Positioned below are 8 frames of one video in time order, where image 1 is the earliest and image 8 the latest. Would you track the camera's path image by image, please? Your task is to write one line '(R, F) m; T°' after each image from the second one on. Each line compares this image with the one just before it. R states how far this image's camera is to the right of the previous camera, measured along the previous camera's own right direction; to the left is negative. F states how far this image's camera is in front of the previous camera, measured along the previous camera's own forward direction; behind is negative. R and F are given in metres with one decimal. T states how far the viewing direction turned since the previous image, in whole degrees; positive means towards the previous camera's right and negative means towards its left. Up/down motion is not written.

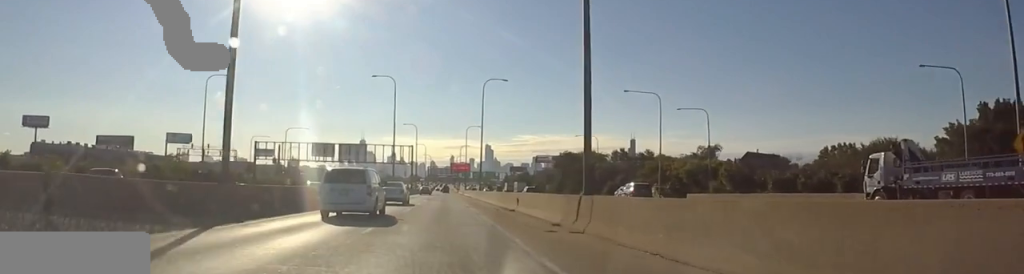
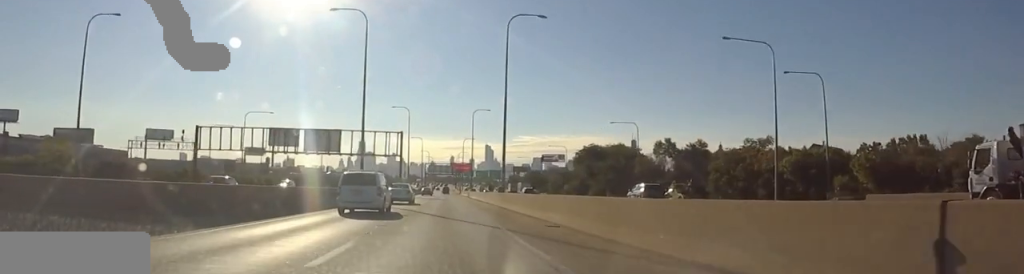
(-0.1, +28.3) m; -2°
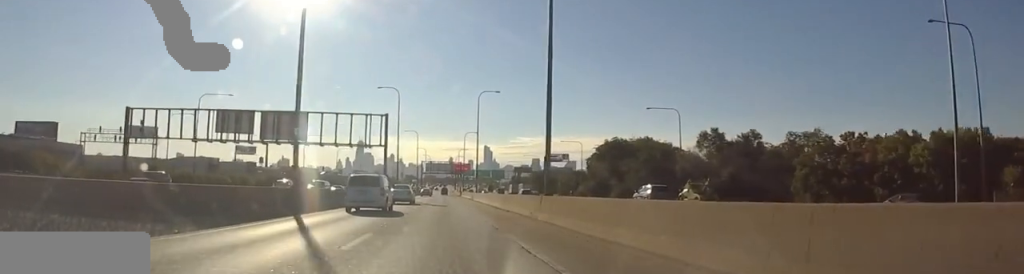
(-0.6, +20.6) m; 0°
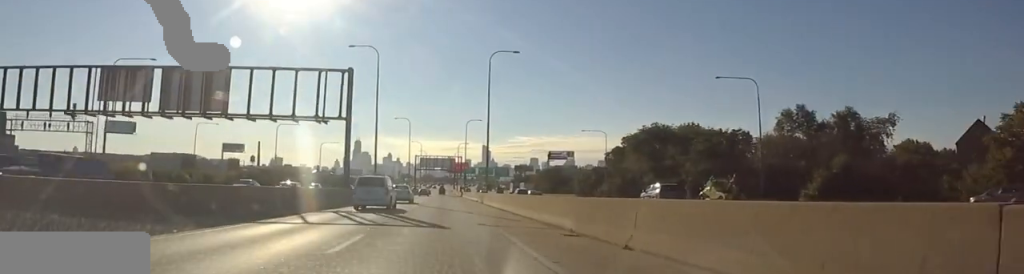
(+0.4, +24.9) m; +2°
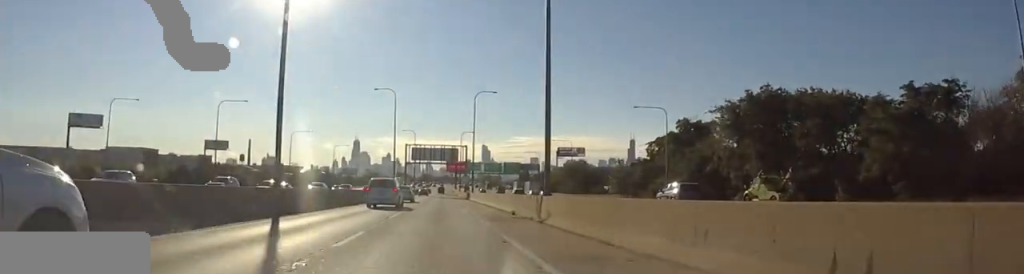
(+0.9, +35.9) m; +1°
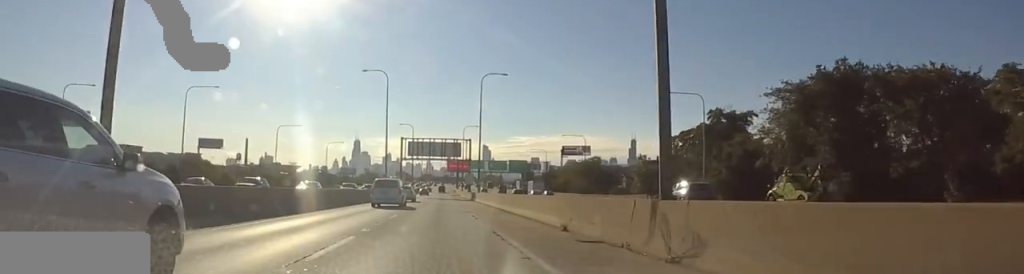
(-0.1, +13.7) m; 0°
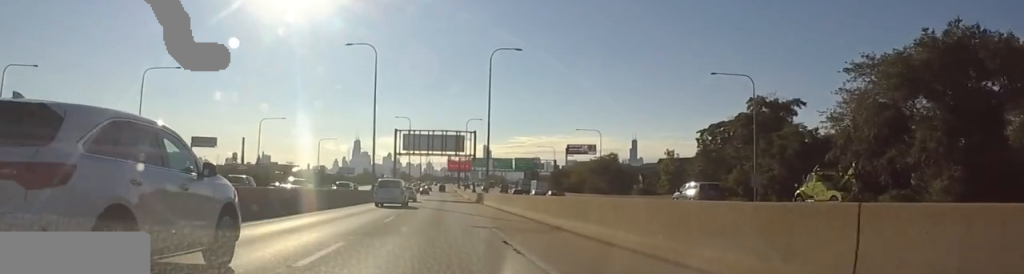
(0.0, +13.8) m; 0°
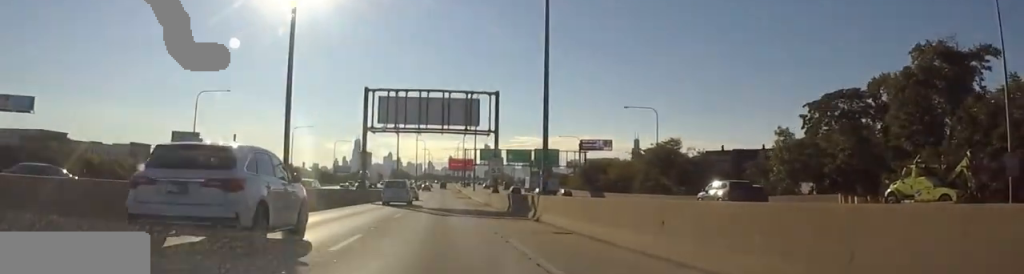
(-0.4, +34.3) m; -2°
